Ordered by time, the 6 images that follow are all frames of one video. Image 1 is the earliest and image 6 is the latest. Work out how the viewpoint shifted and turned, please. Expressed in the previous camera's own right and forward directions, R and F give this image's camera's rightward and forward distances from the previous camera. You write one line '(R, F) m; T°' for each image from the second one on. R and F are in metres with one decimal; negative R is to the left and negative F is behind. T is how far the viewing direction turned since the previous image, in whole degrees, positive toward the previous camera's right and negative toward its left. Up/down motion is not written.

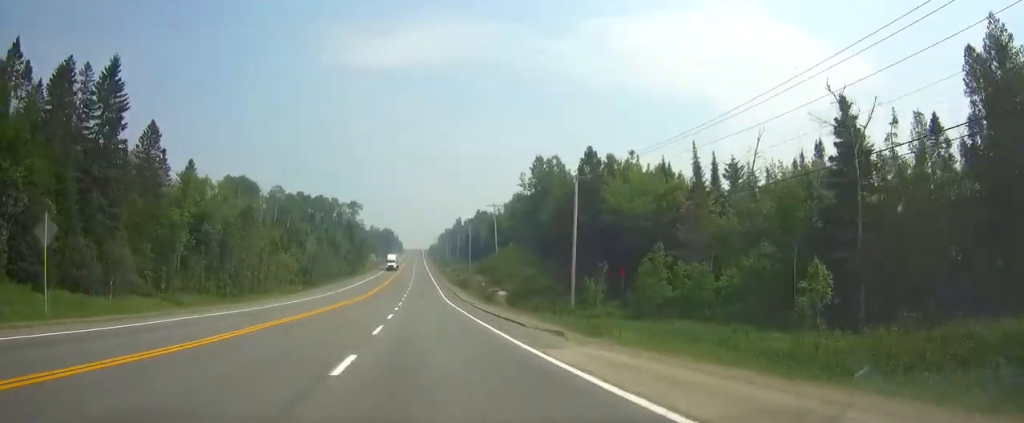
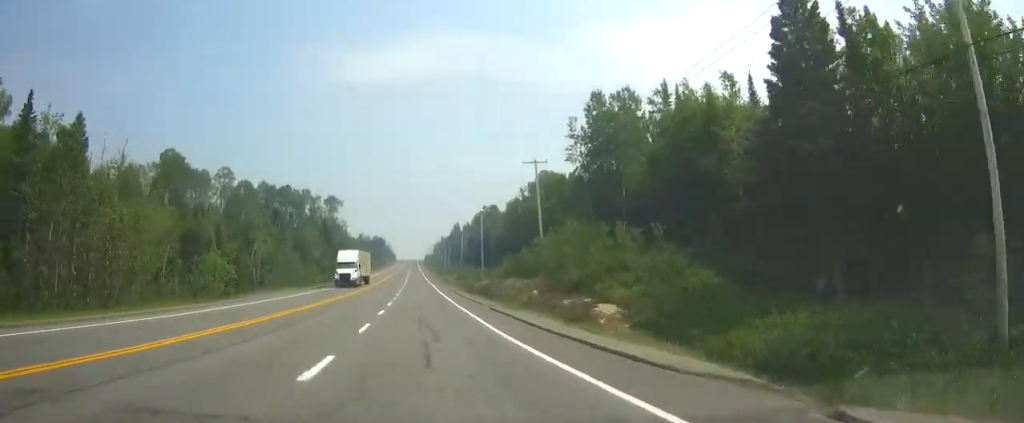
(-0.3, +45.7) m; -2°
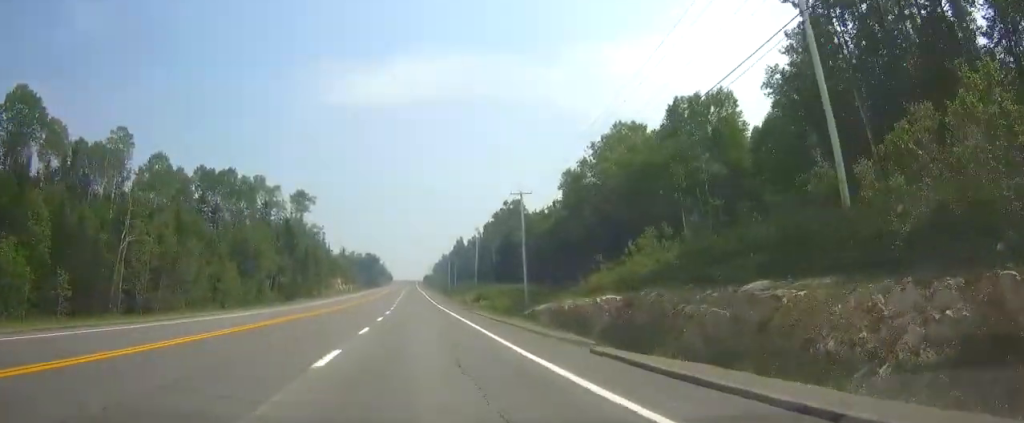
(-1.2, +51.0) m; -1°
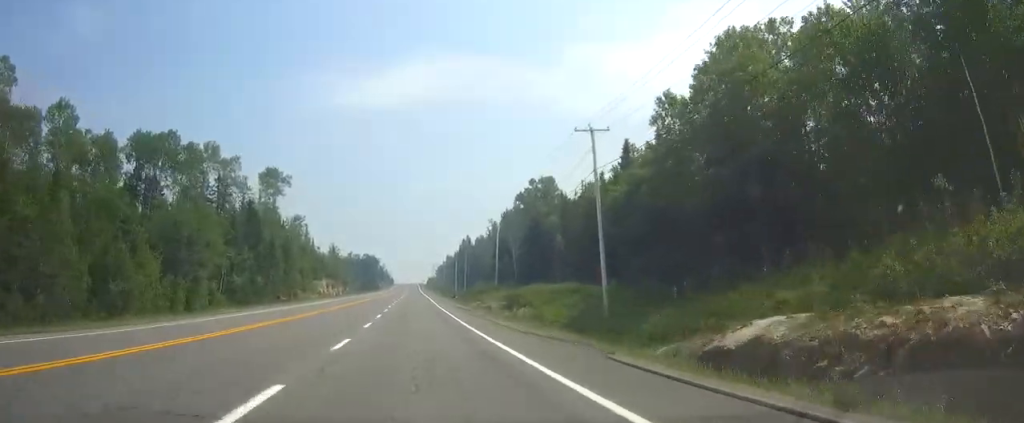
(0.0, +31.6) m; 0°
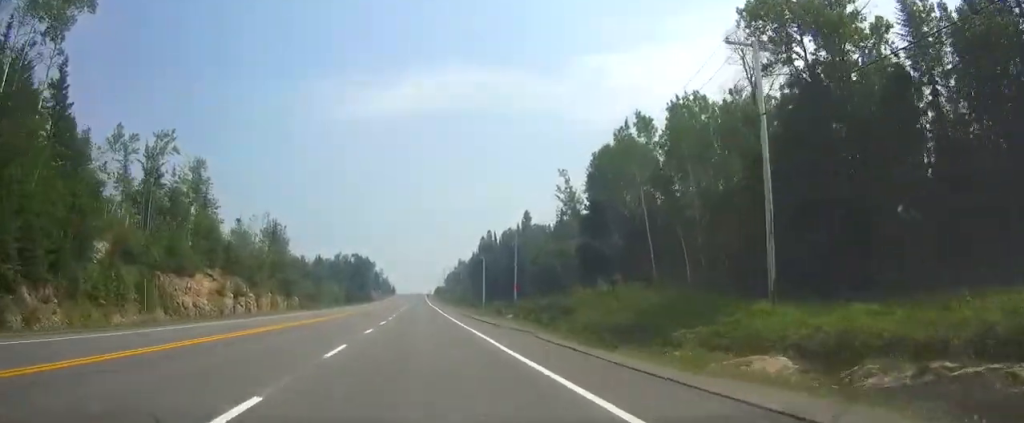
(+0.4, +81.1) m; 0°
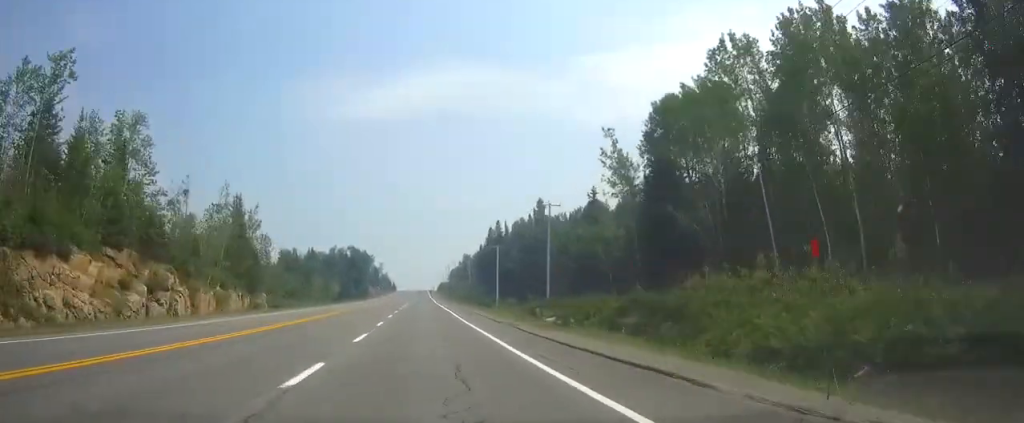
(0.0, +22.2) m; 0°
